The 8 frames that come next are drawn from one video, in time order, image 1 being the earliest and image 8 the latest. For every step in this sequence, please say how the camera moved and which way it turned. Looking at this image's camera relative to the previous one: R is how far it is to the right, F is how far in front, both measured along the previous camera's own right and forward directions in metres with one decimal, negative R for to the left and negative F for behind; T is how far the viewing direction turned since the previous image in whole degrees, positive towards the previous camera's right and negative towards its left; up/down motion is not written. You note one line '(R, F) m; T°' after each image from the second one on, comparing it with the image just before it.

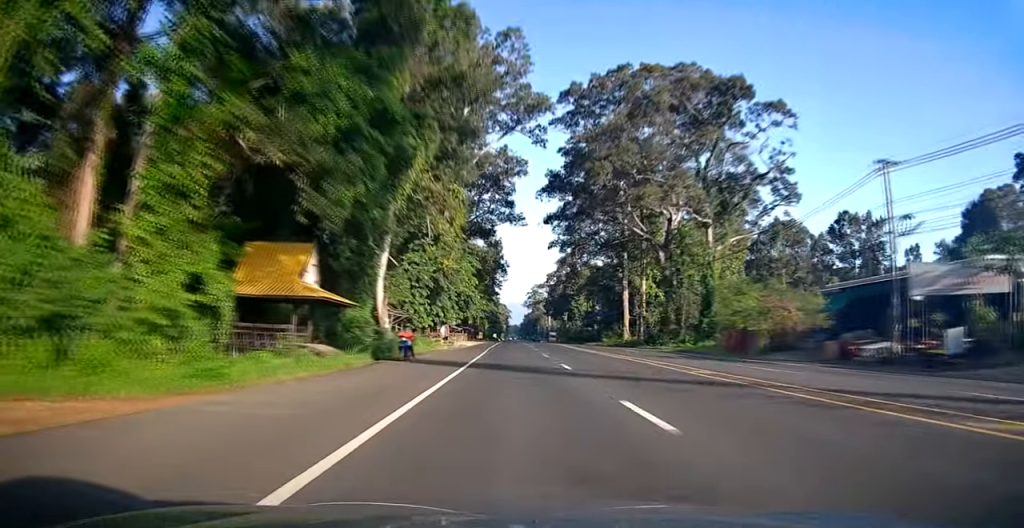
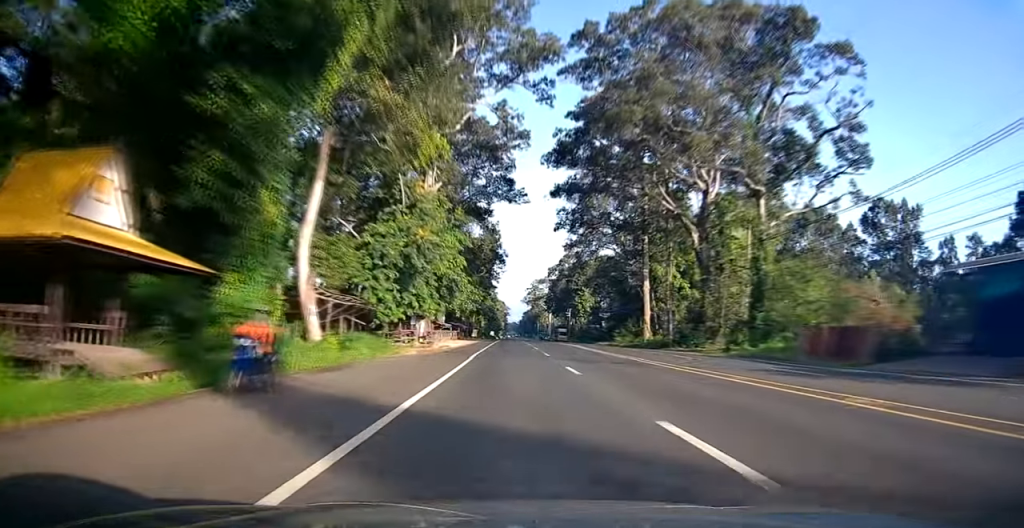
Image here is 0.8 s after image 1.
(+0.1, +14.6) m; 0°
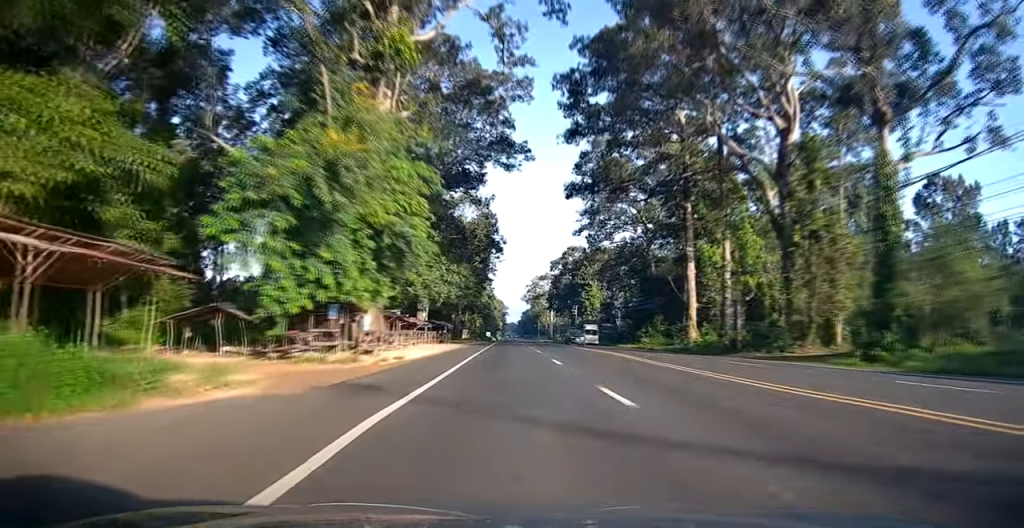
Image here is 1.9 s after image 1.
(-0.1, +19.4) m; 0°
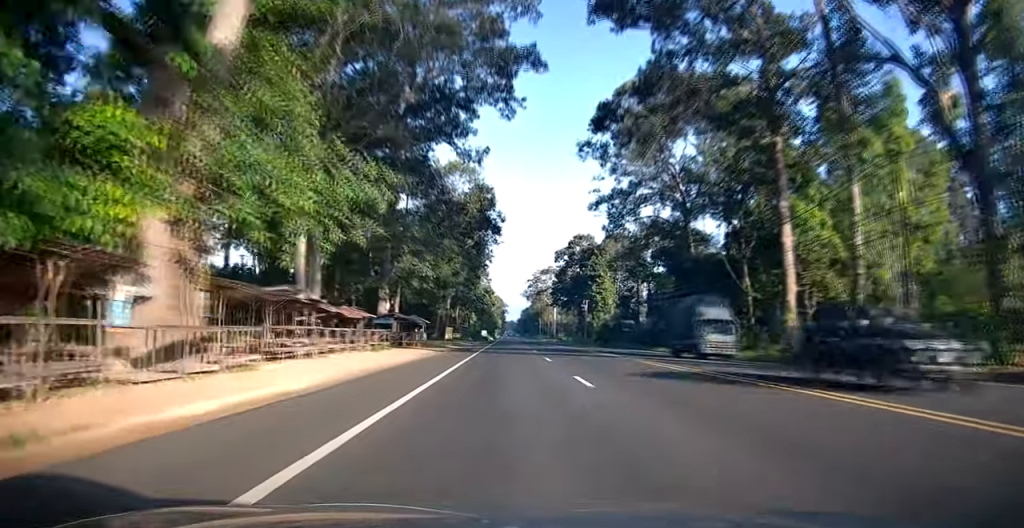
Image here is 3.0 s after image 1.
(-0.1, +20.7) m; -2°
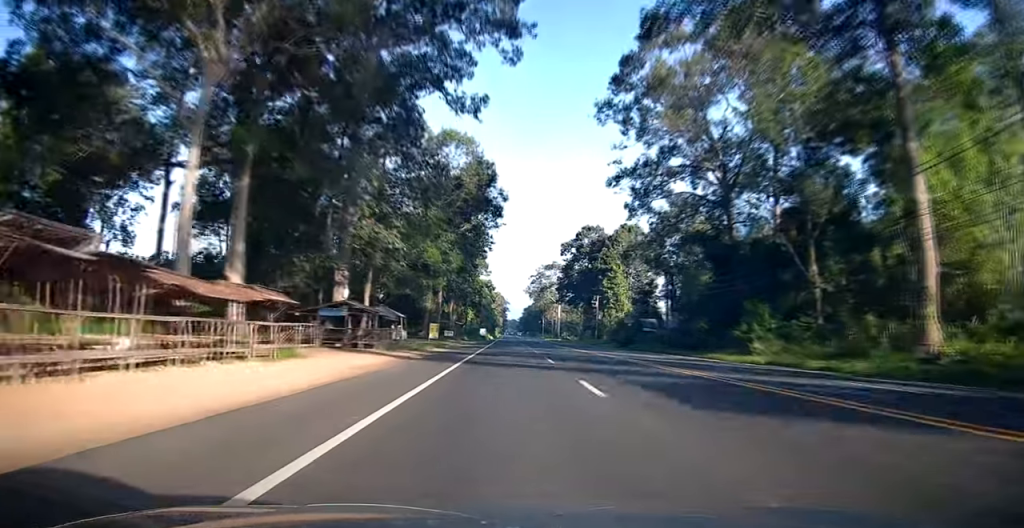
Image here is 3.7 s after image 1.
(-0.6, +13.4) m; 0°
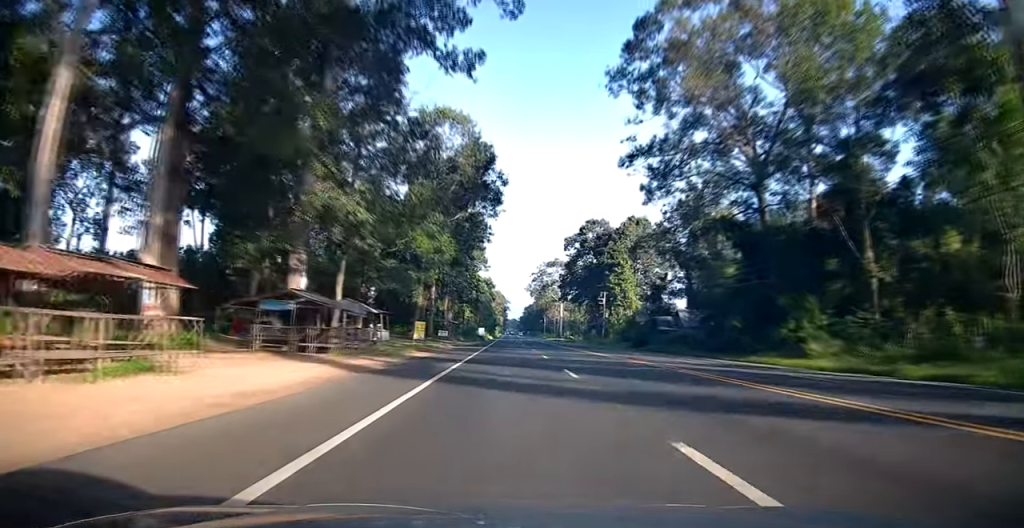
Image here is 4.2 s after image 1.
(+0.3, +7.9) m; +1°
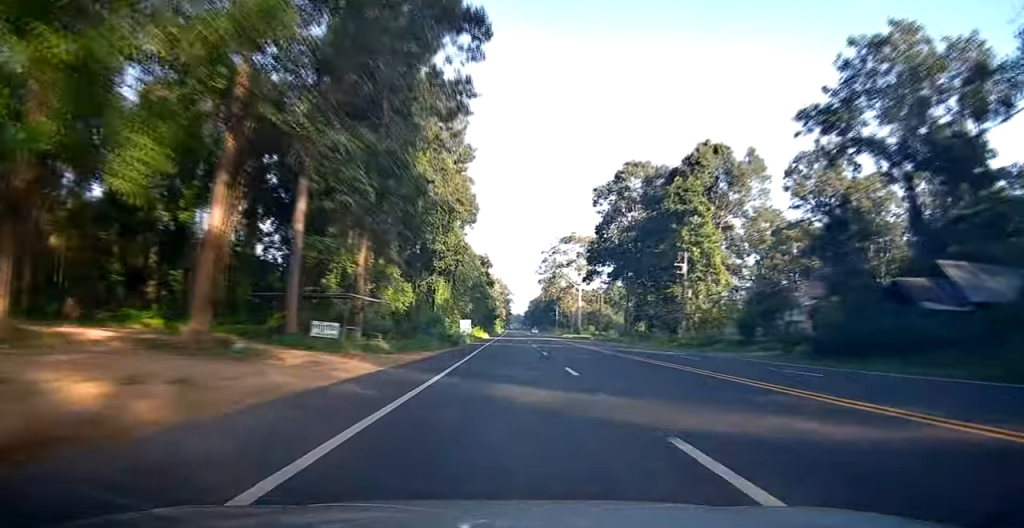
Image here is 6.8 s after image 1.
(+1.0, +48.0) m; -1°
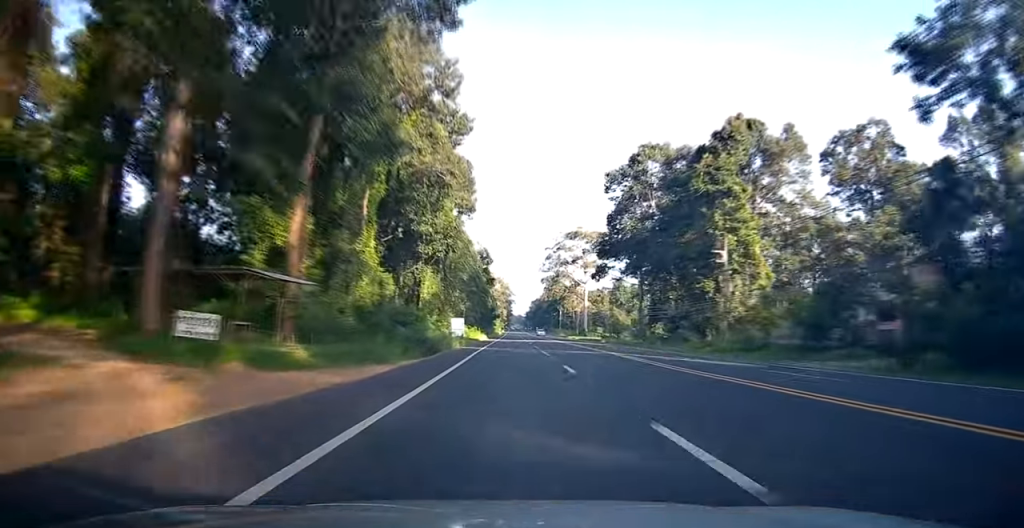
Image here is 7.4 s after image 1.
(-0.4, +11.0) m; 0°
